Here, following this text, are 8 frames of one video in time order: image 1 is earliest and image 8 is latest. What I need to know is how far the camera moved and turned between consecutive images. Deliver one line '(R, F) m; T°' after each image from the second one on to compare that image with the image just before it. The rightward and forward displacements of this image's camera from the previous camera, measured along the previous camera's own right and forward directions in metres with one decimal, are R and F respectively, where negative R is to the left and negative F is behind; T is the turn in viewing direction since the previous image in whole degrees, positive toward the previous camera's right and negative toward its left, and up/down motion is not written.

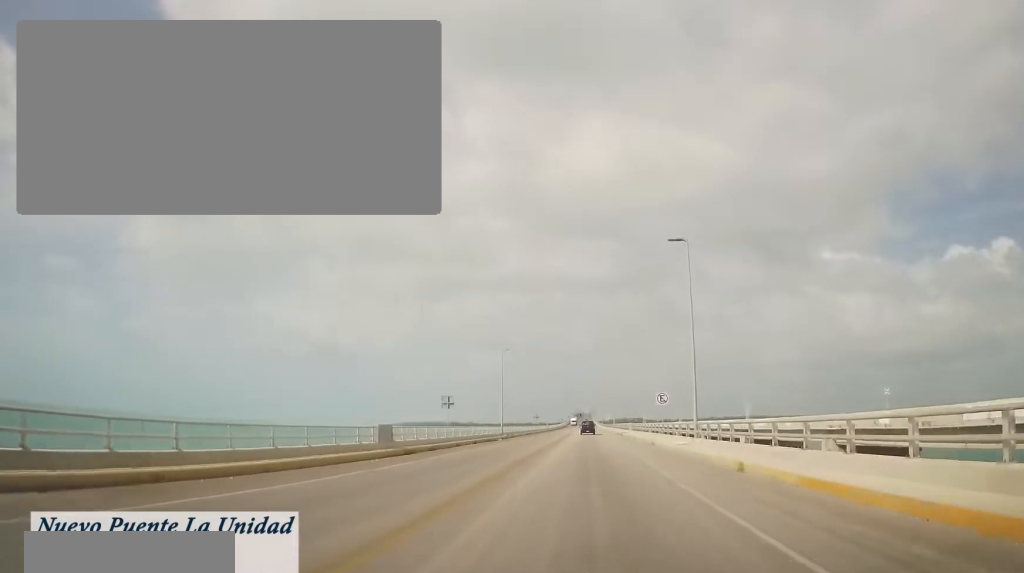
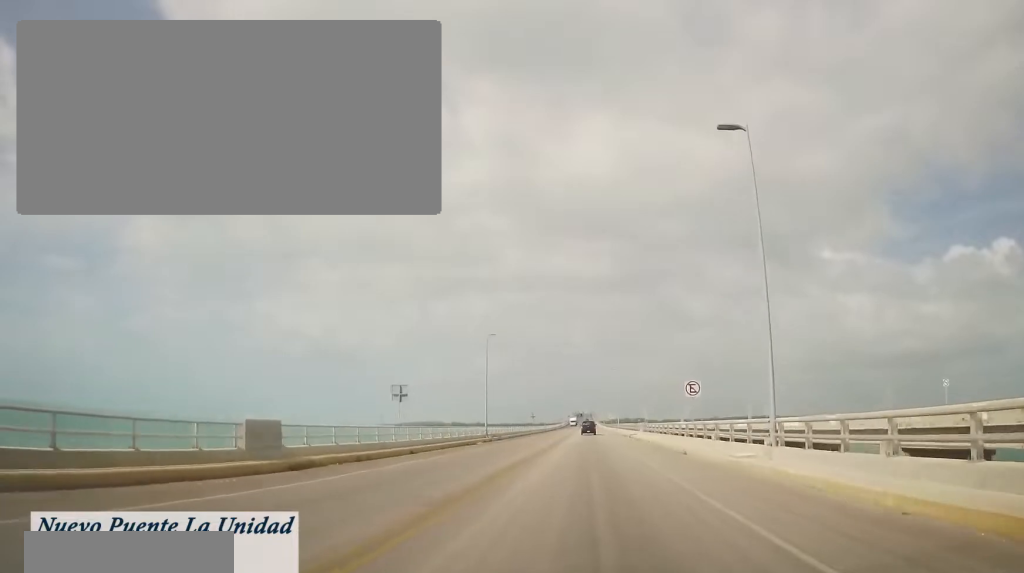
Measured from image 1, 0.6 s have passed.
(+0.1, +11.5) m; +1°
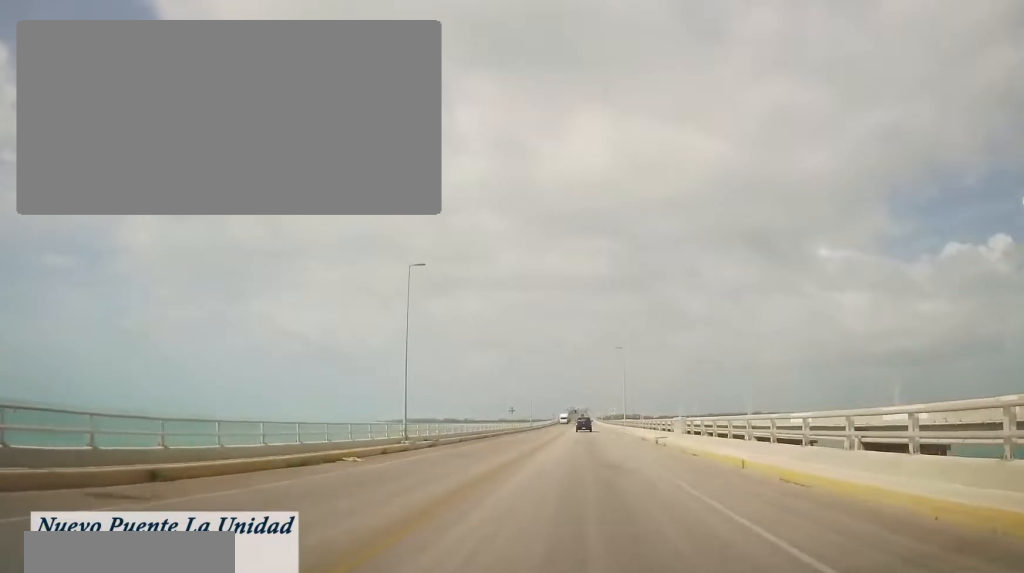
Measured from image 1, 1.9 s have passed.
(+0.5, +24.8) m; +2°
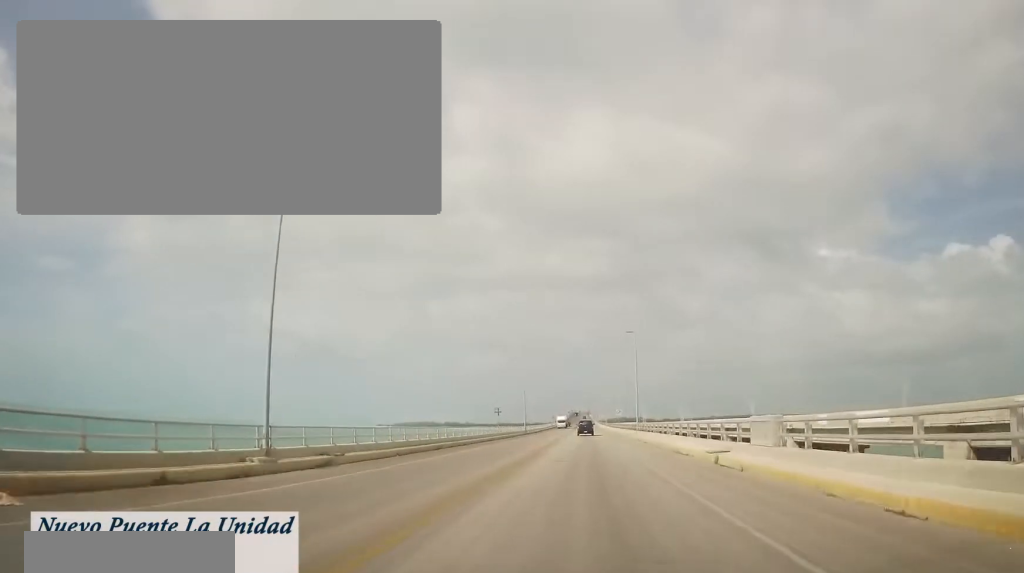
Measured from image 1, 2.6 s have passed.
(+0.2, +14.9) m; 0°
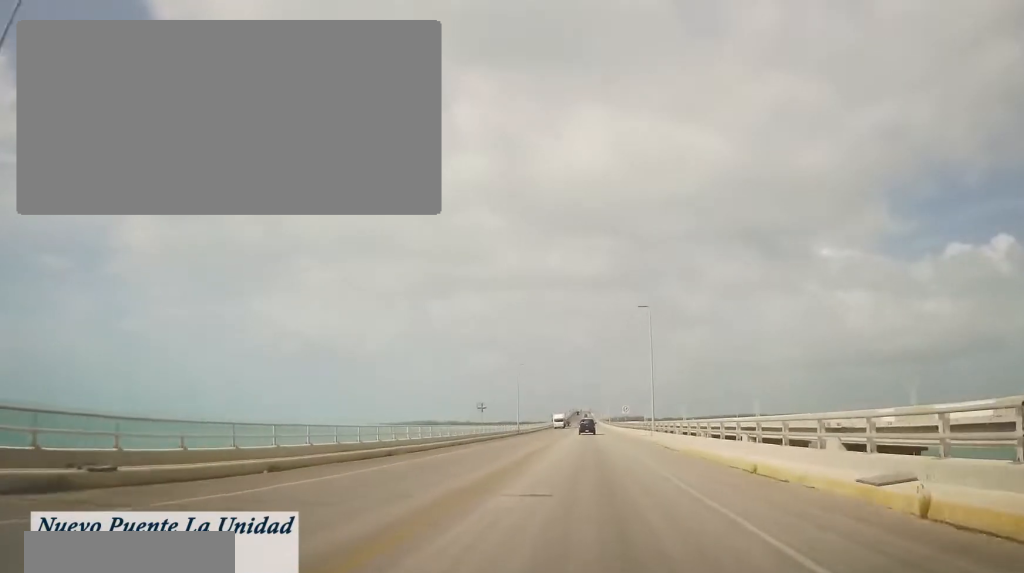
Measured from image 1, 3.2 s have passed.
(-0.3, +11.9) m; -1°
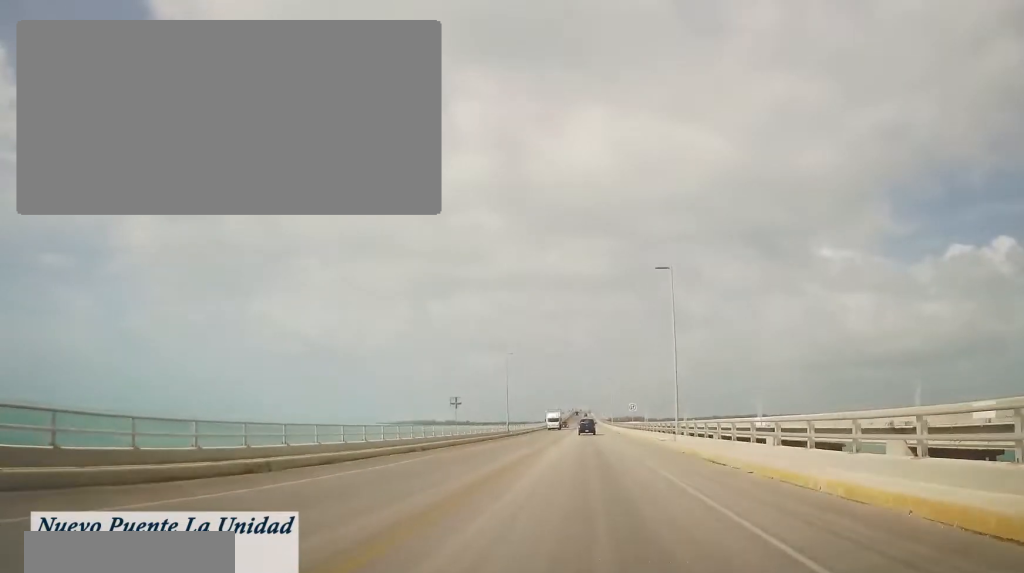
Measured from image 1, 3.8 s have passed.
(0.0, +11.6) m; +1°
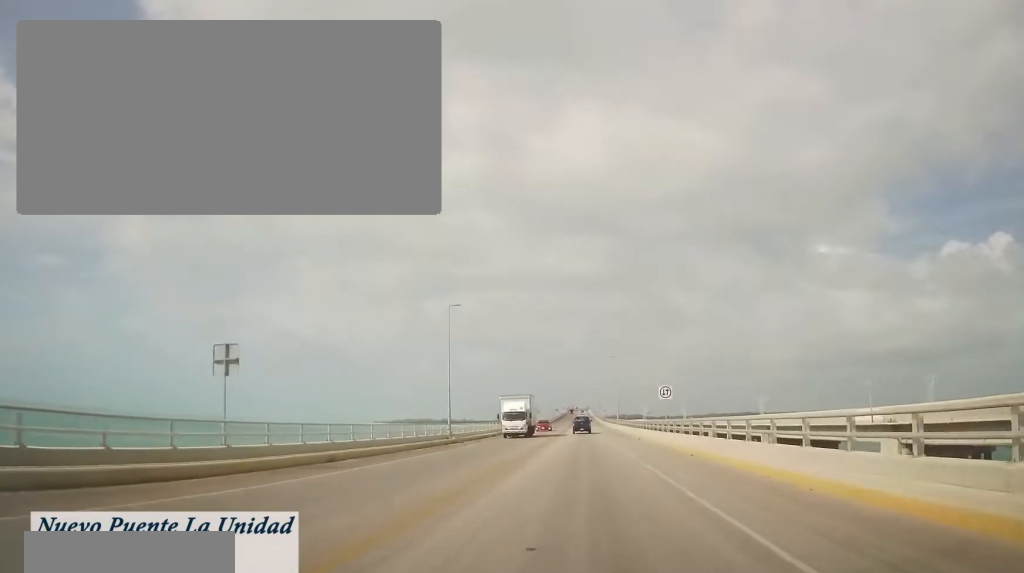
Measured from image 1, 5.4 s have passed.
(+0.5, +29.9) m; 0°
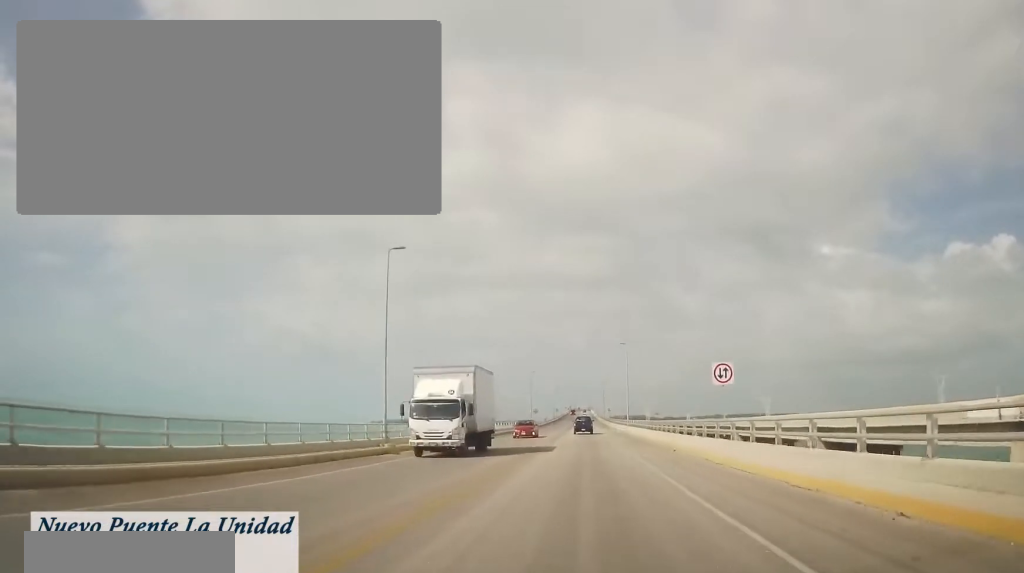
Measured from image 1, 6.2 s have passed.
(-0.3, +14.8) m; -1°
